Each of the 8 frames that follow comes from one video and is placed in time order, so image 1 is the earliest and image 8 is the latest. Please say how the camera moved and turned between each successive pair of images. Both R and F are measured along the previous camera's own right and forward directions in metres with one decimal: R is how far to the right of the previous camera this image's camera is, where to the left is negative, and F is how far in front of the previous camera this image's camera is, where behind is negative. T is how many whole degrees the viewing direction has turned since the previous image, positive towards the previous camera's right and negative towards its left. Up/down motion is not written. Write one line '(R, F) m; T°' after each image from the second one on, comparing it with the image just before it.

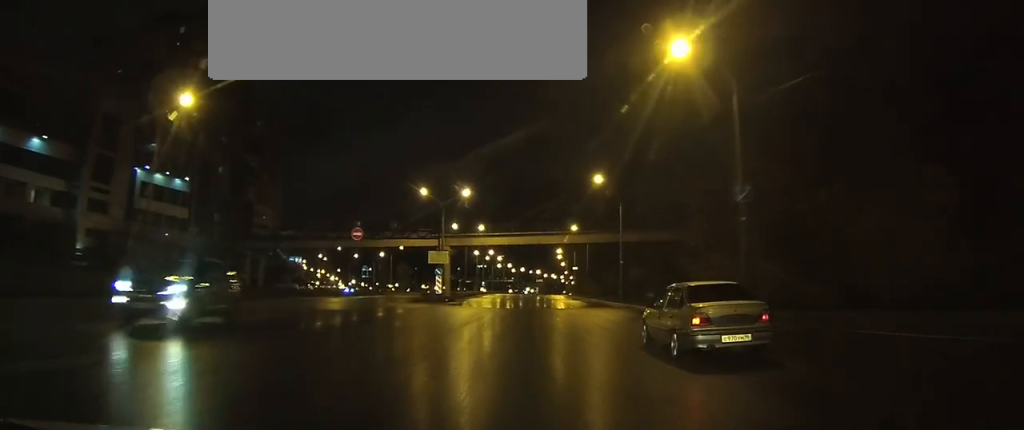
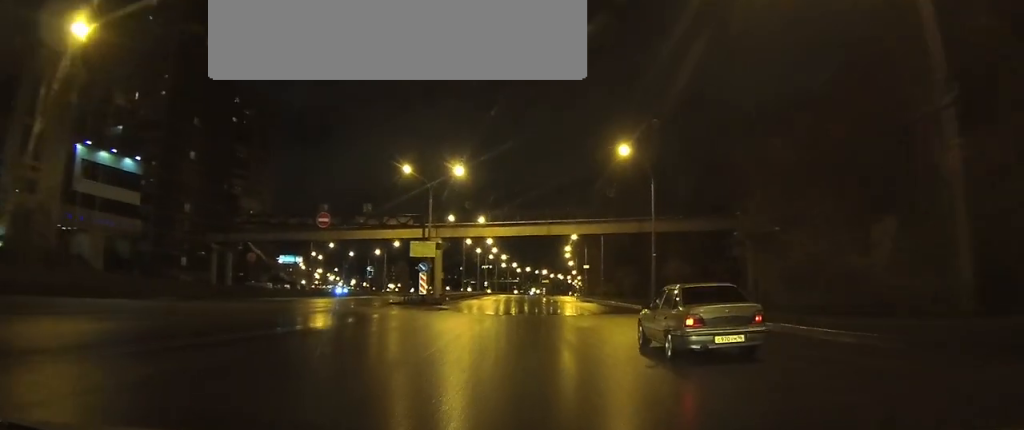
(-0.1, +12.5) m; 0°
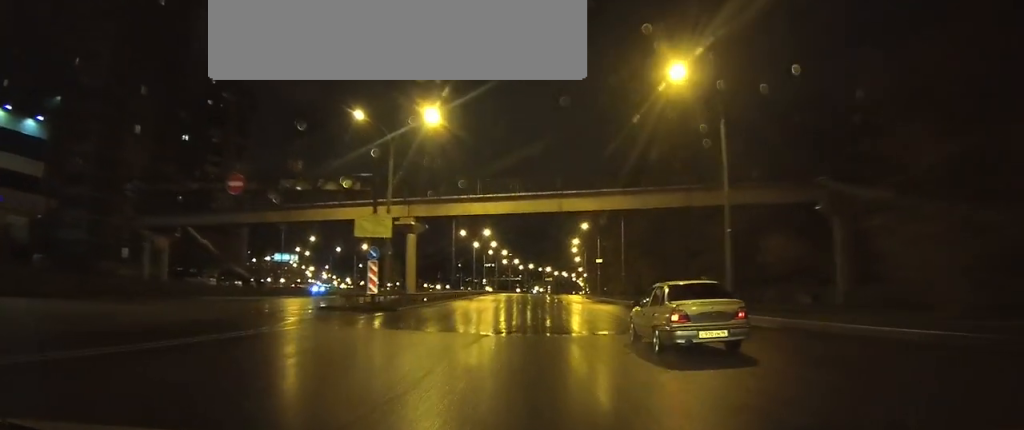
(-0.1, +16.7) m; 0°
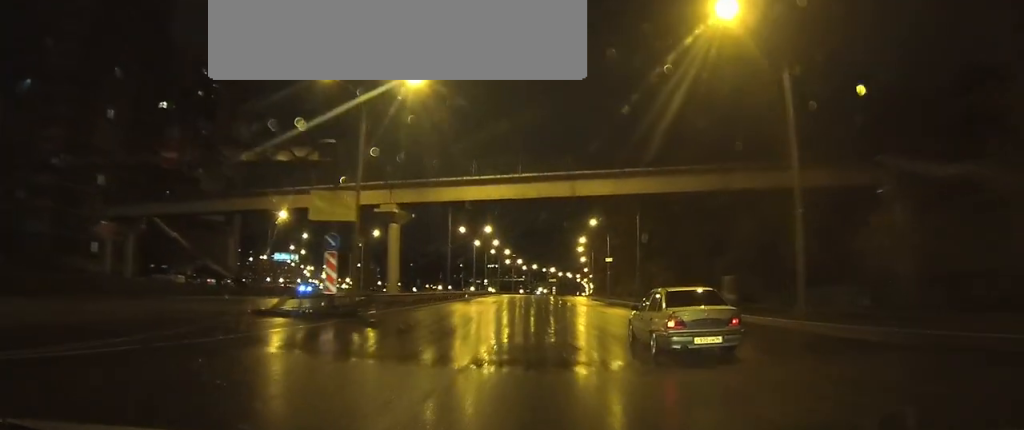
(0.0, +7.7) m; 0°
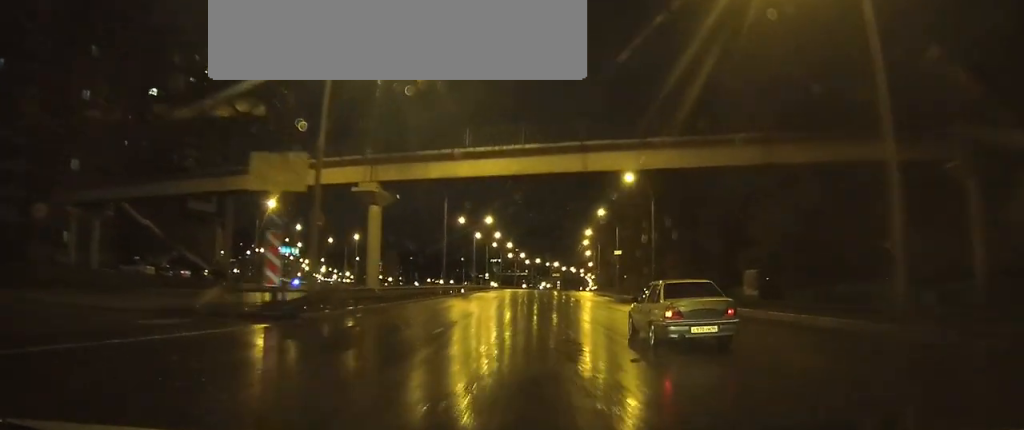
(0.0, +6.2) m; 0°
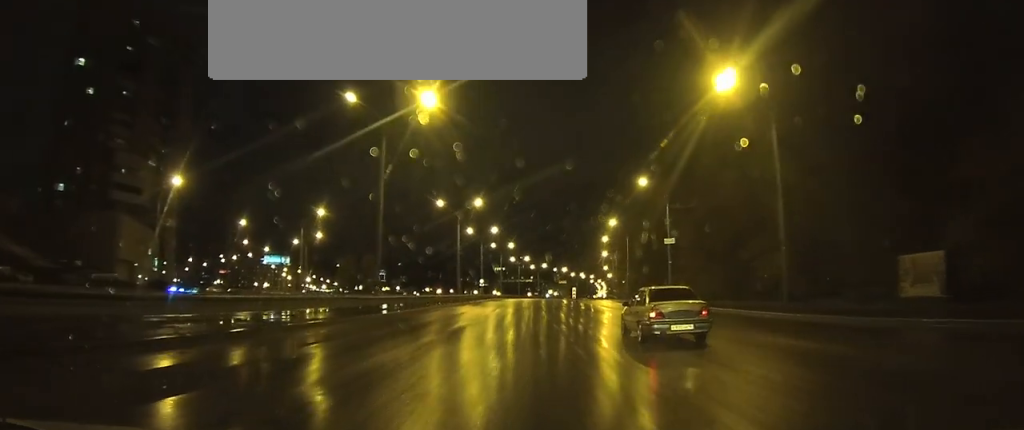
(-0.2, +29.4) m; 0°
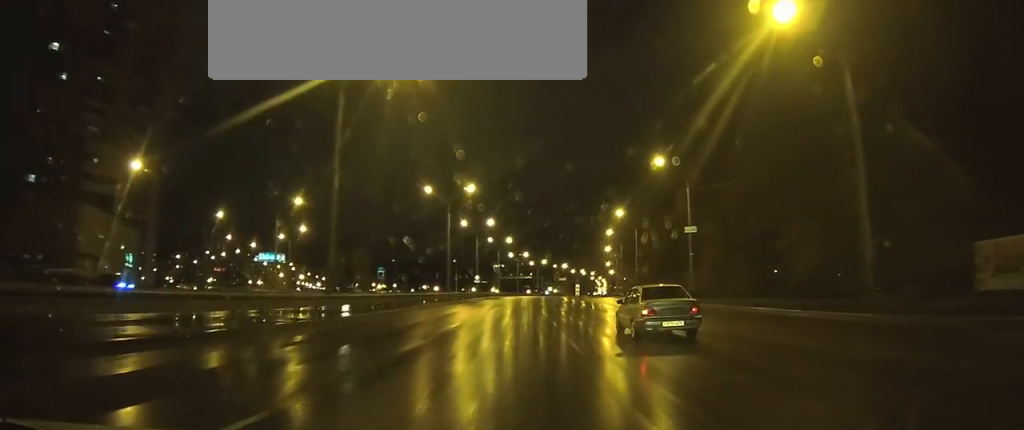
(0.0, +8.0) m; 0°
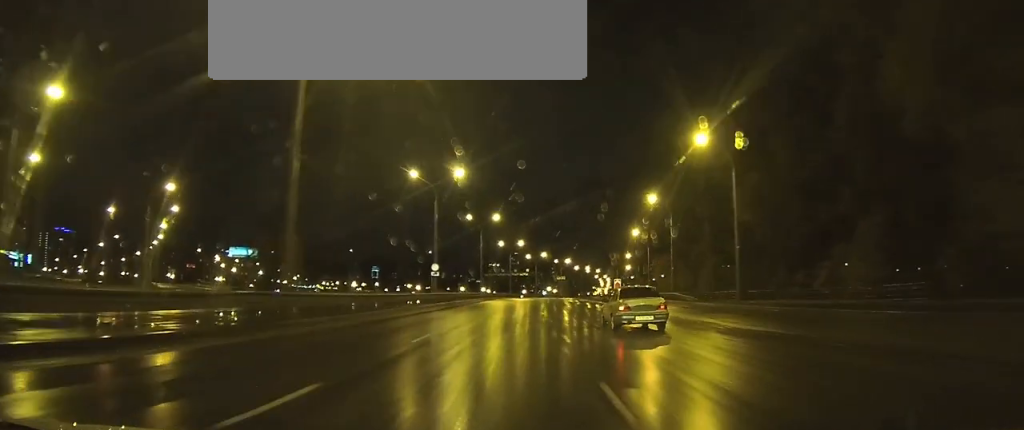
(+0.1, +41.5) m; +1°
